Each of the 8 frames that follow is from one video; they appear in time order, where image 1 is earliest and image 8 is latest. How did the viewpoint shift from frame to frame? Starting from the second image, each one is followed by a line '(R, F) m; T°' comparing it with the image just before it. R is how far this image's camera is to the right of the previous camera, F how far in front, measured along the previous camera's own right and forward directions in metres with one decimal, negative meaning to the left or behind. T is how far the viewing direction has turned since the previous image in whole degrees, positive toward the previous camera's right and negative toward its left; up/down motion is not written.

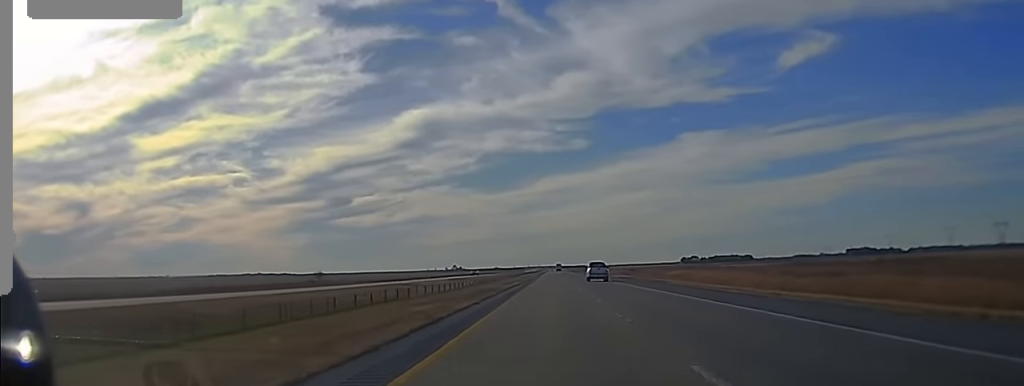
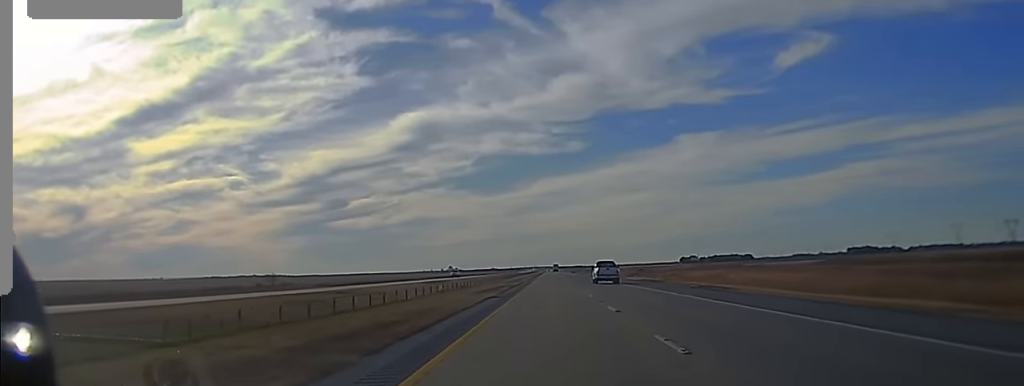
(+0.1, +29.8) m; 0°
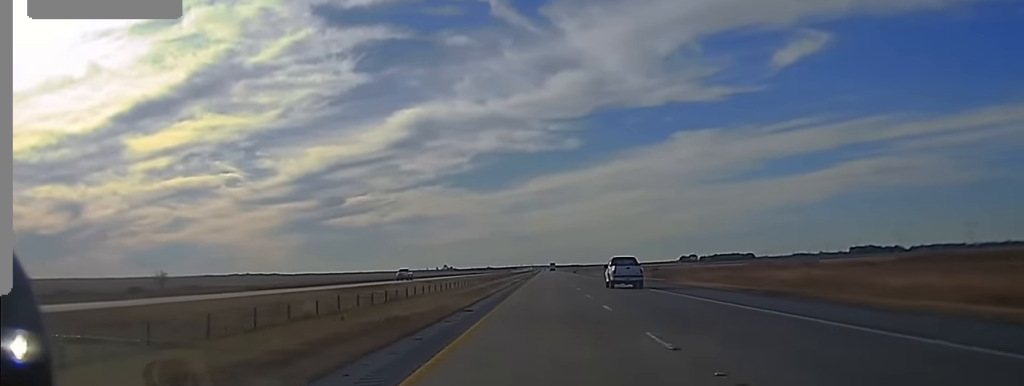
(0.0, +47.5) m; 0°
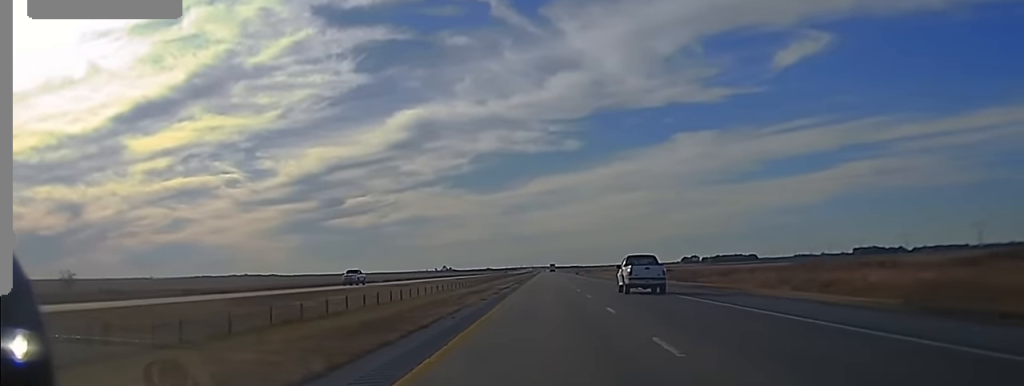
(0.0, +24.7) m; 0°
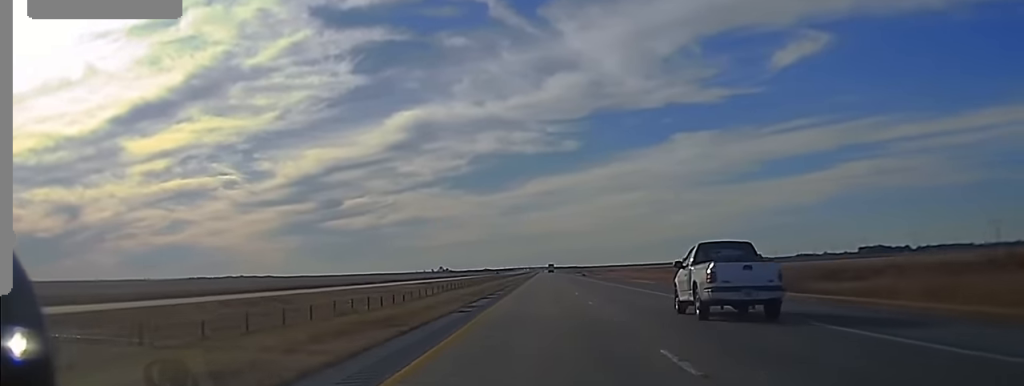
(+0.3, +51.2) m; 0°
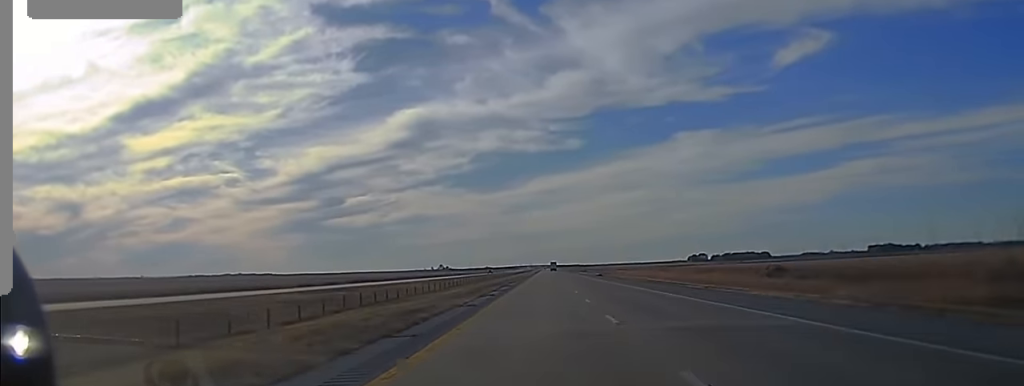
(0.0, +53.0) m; 0°
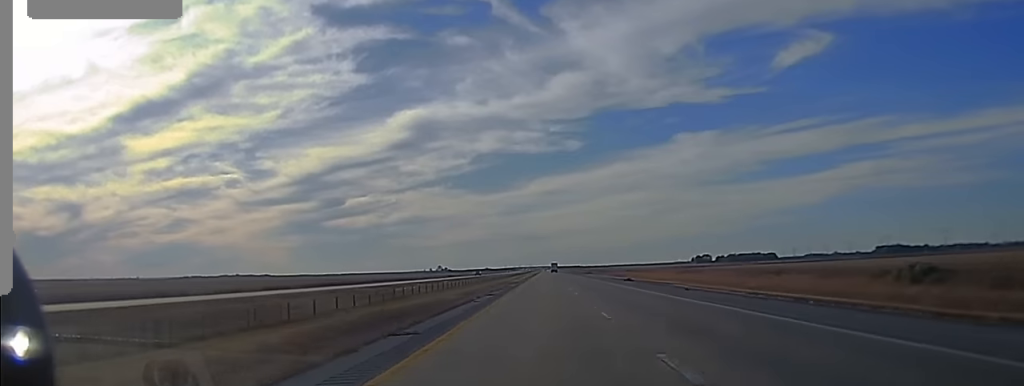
(+0.1, +44.1) m; 0°
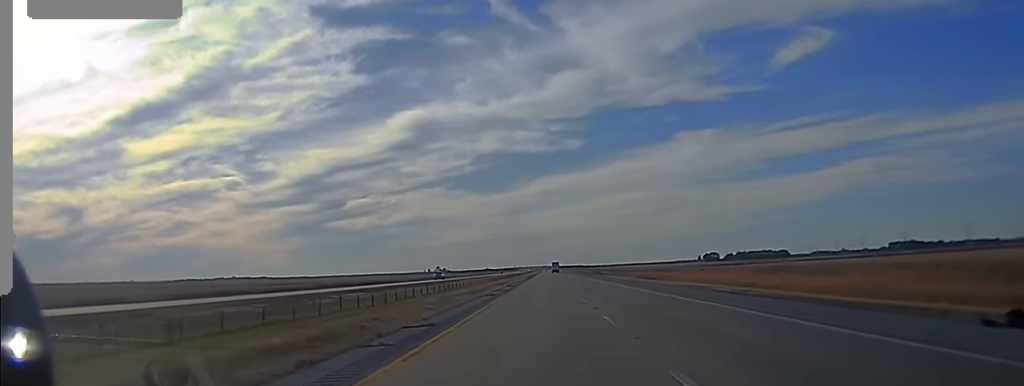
(-0.4, +74.2) m; 0°
